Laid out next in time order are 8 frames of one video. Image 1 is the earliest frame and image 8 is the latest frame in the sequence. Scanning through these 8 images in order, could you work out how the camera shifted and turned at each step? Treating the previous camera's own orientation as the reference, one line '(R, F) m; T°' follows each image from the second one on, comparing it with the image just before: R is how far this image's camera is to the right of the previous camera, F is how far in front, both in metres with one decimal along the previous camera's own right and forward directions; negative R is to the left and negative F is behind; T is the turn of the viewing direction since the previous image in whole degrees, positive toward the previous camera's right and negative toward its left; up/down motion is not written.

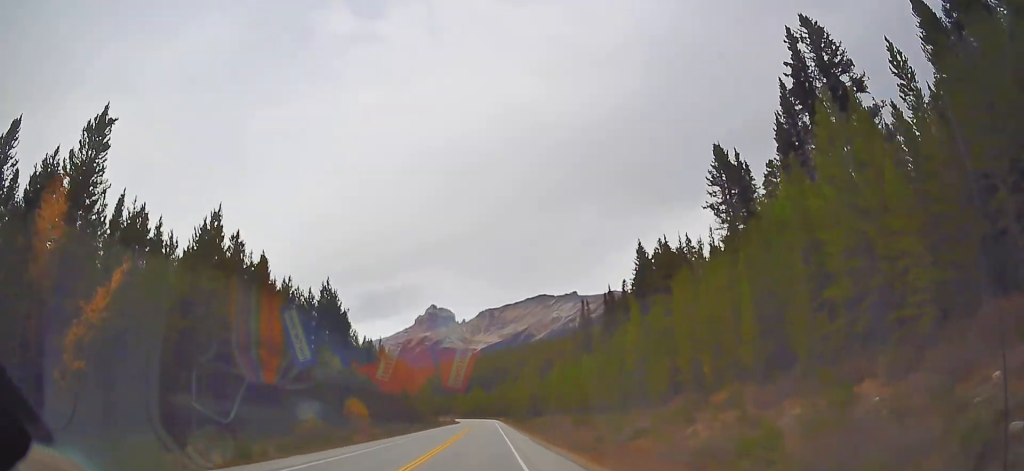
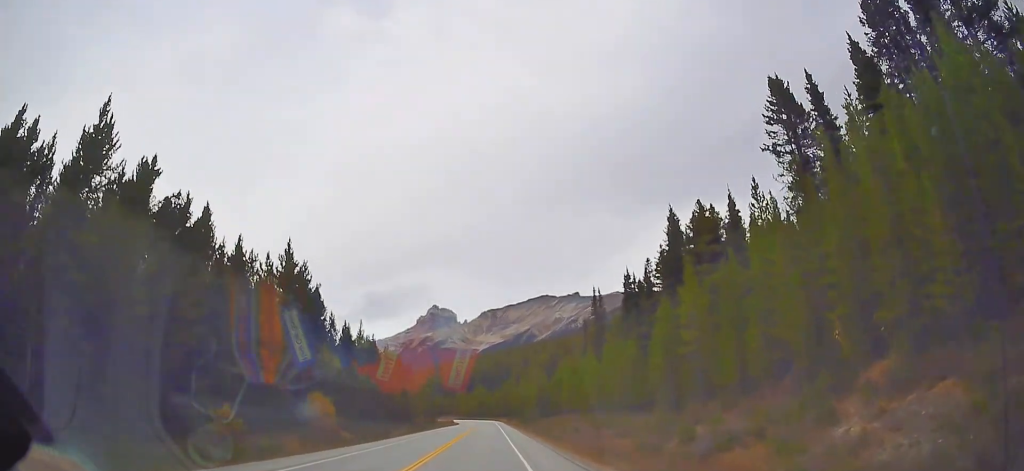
(0.0, +14.2) m; -1°
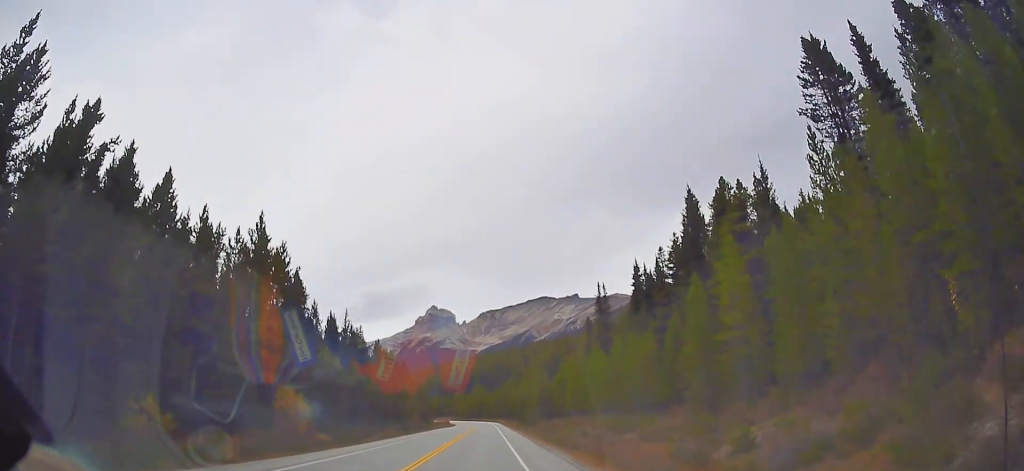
(-0.1, +6.9) m; -1°
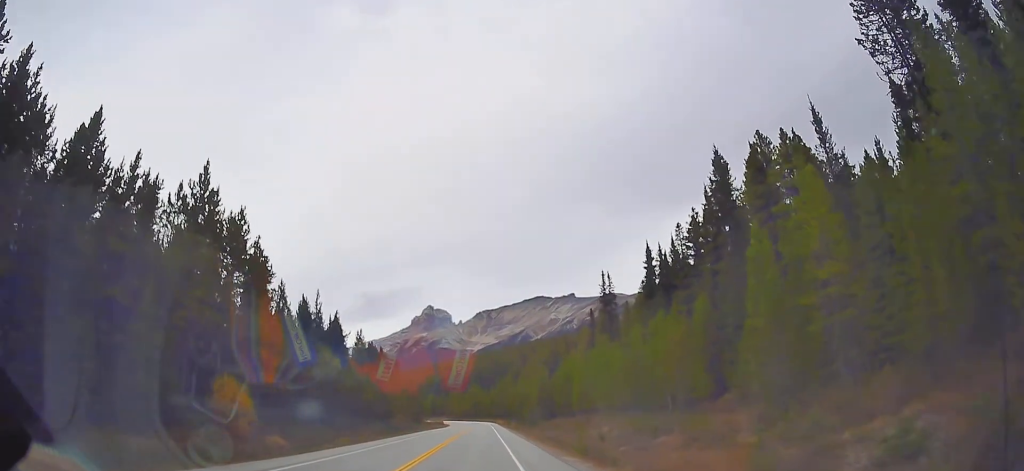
(0.0, +9.9) m; 0°
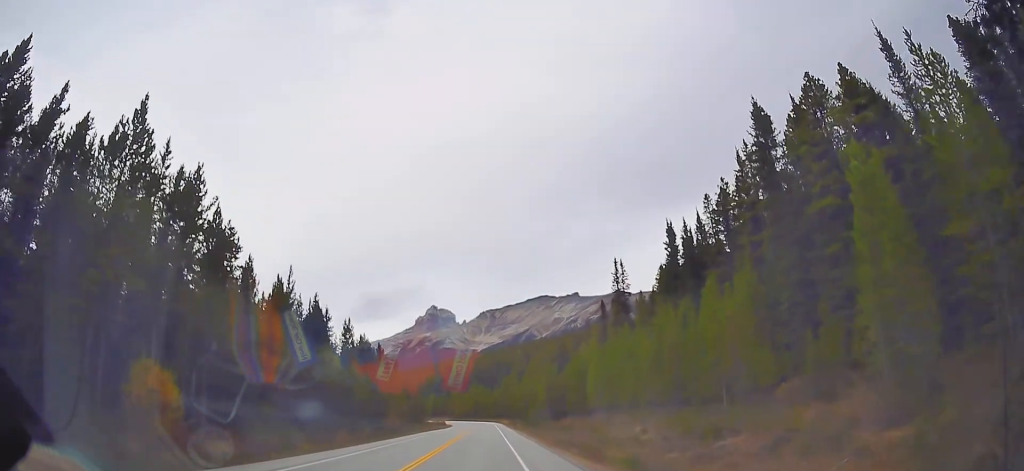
(0.0, +9.4) m; 0°
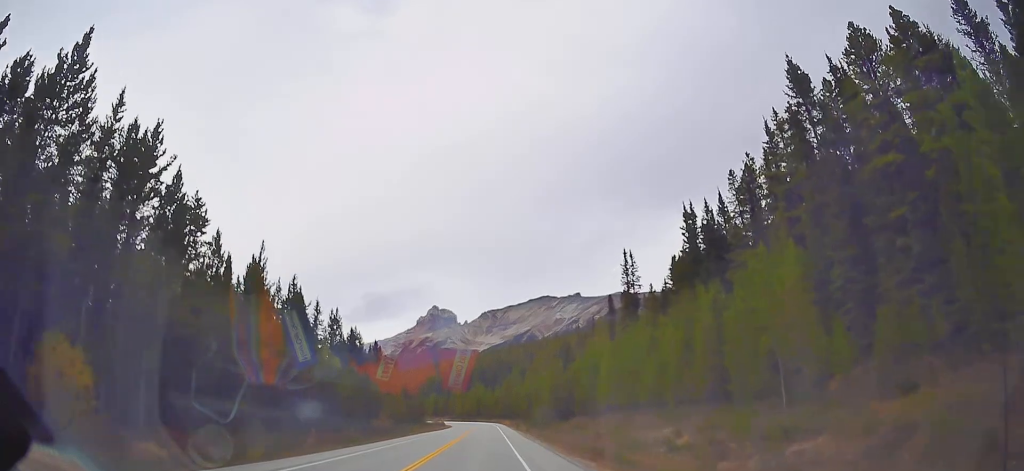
(0.0, +6.7) m; 0°
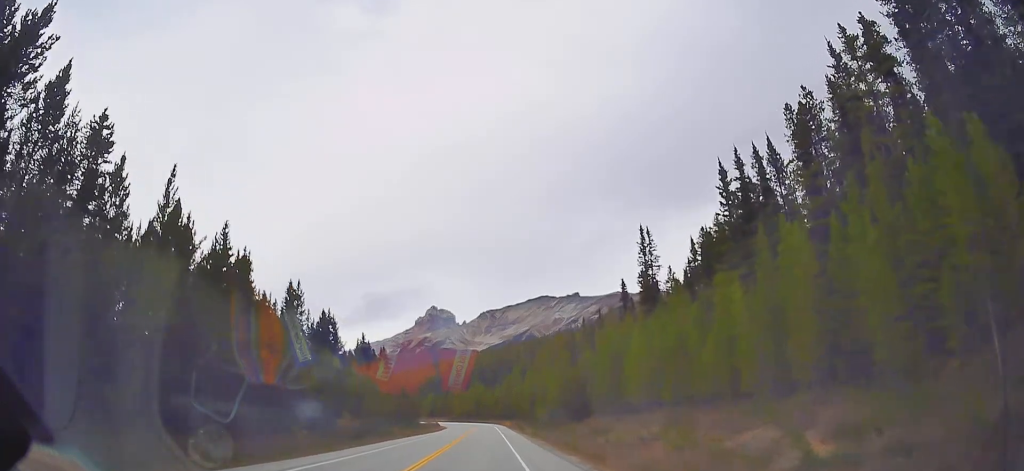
(0.0, +13.5) m; 0°
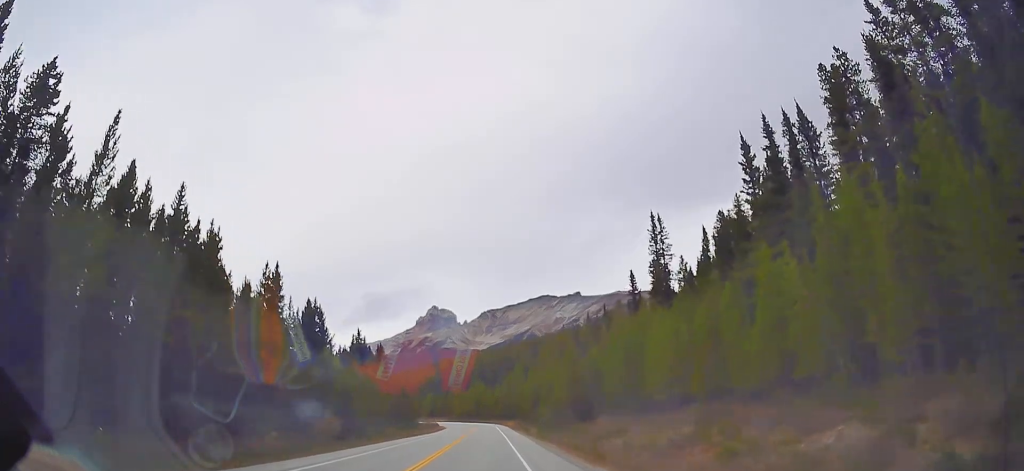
(0.0, +6.2) m; 0°
